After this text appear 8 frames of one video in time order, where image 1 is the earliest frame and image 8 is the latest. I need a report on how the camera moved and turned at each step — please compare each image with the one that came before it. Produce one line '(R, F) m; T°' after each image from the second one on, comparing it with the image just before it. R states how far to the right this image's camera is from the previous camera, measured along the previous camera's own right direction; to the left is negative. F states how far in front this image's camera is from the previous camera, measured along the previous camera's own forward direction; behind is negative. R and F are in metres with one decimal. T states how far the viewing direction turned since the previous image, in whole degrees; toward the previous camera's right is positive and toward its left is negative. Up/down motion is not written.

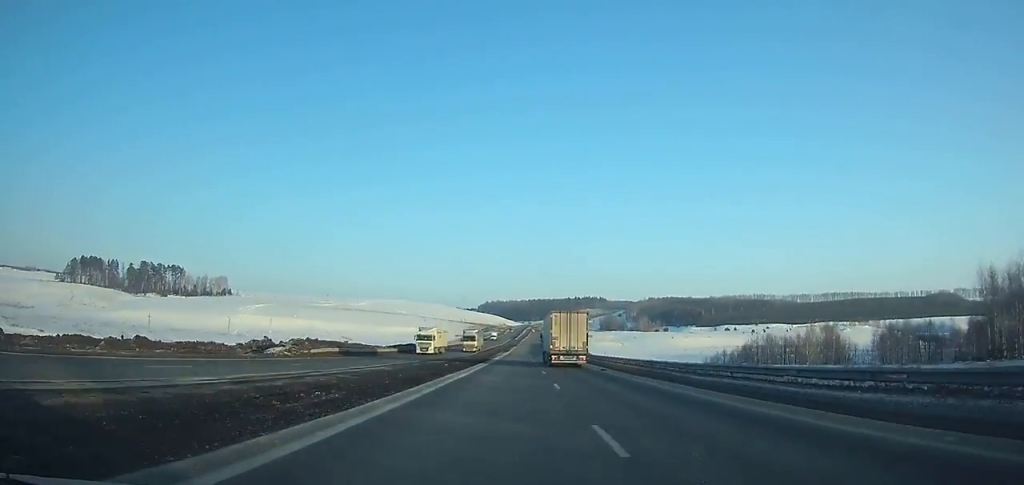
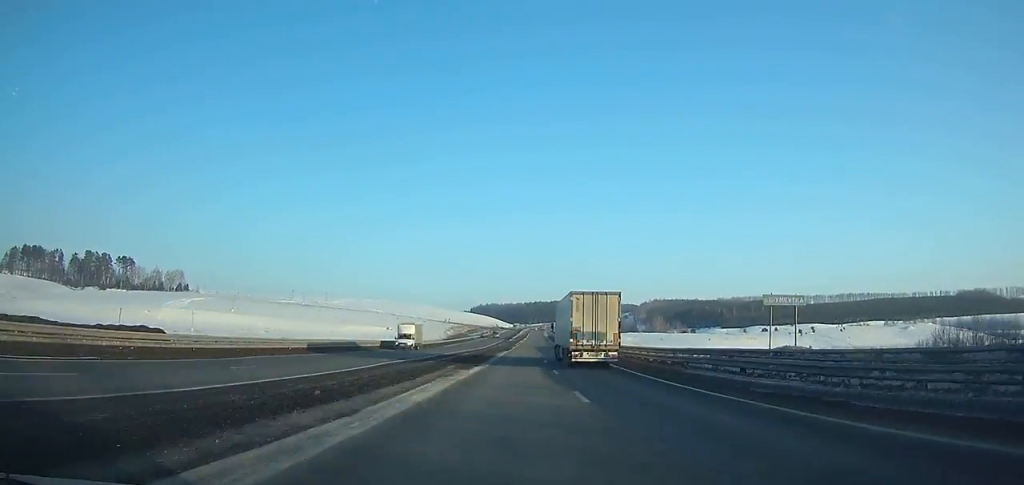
(+0.5, +78.0) m; +1°
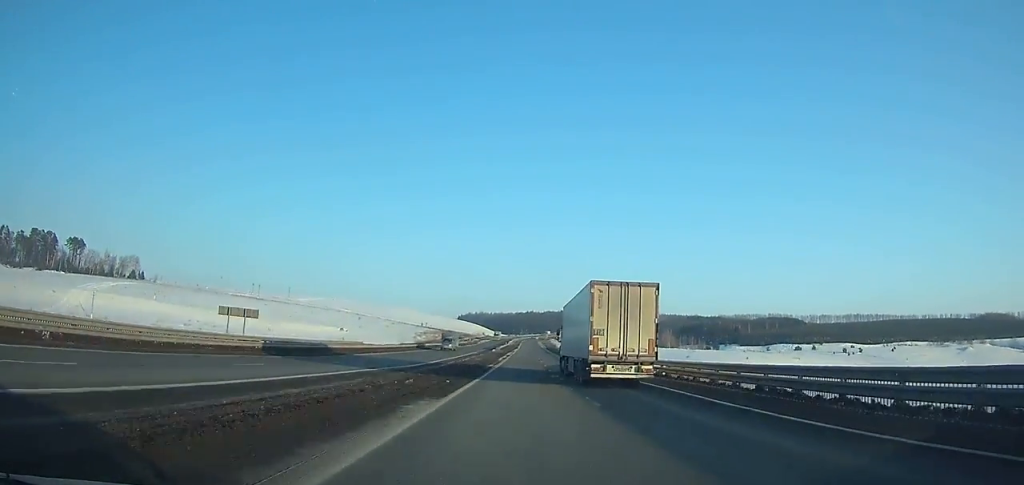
(+0.4, +59.7) m; +1°
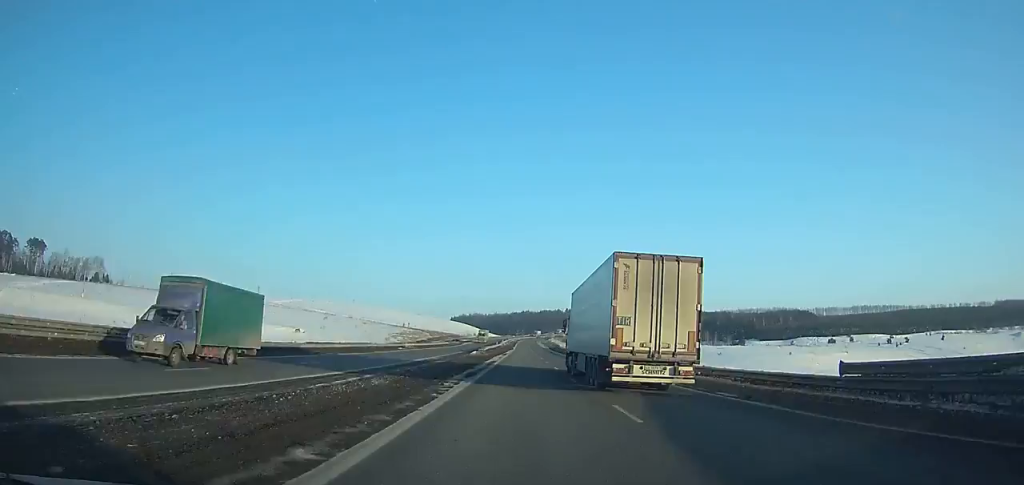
(+0.1, +40.9) m; 0°
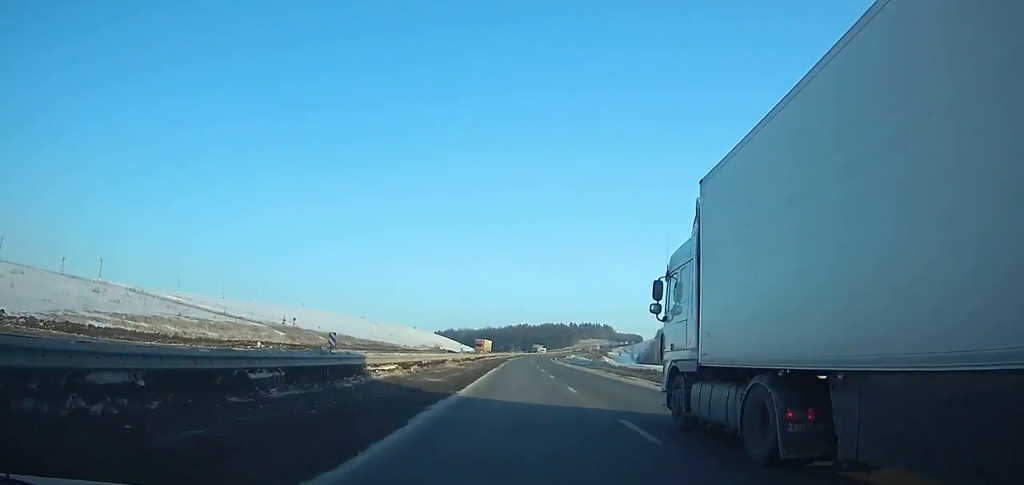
(+0.6, +147.2) m; +1°
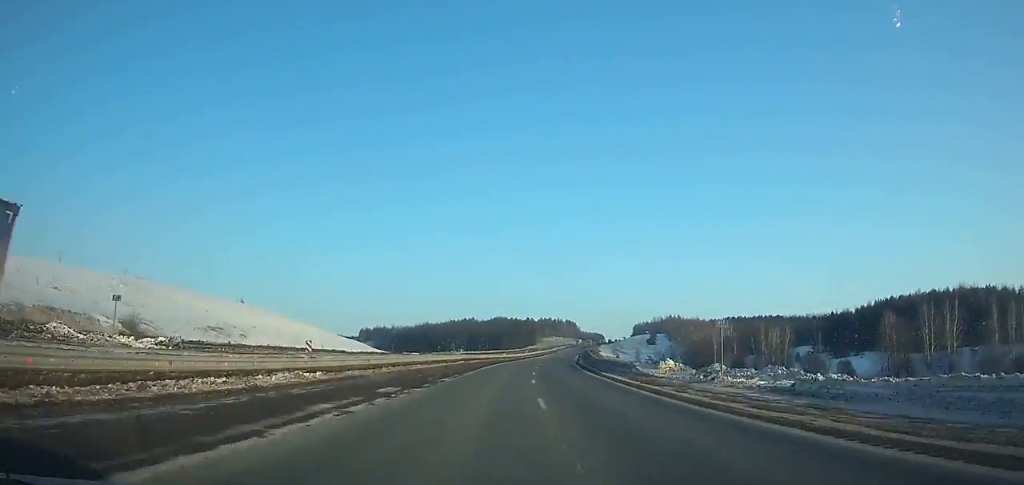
(+6.0, +148.7) m; +6°
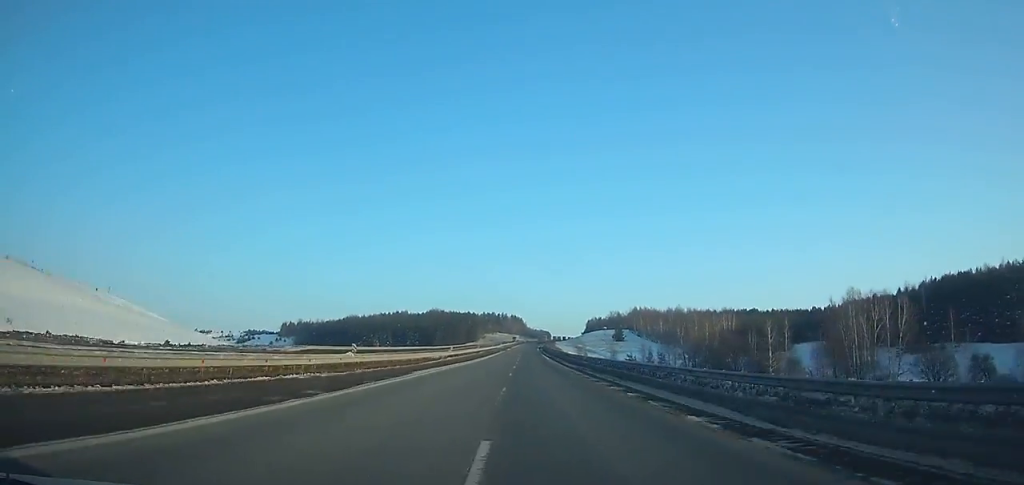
(+2.3, +66.6) m; +3°
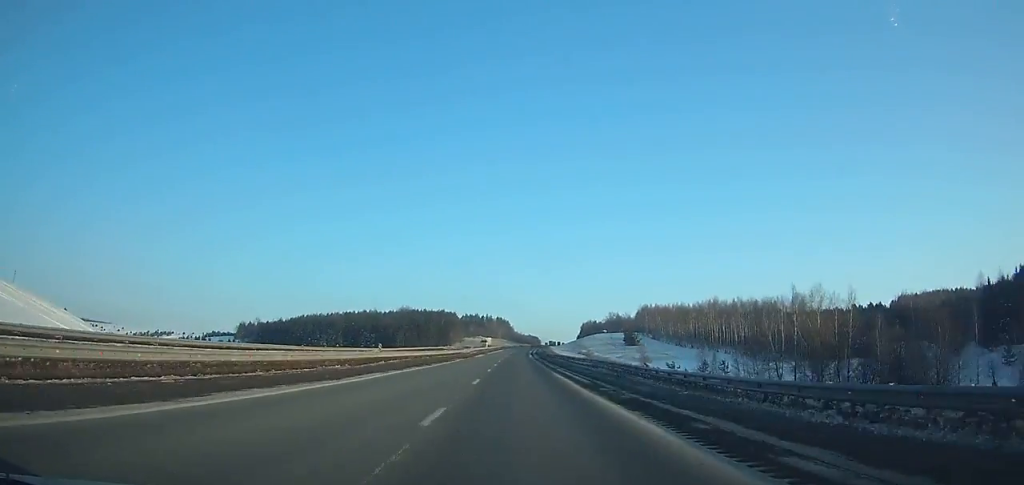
(+1.8, +65.5) m; +2°
